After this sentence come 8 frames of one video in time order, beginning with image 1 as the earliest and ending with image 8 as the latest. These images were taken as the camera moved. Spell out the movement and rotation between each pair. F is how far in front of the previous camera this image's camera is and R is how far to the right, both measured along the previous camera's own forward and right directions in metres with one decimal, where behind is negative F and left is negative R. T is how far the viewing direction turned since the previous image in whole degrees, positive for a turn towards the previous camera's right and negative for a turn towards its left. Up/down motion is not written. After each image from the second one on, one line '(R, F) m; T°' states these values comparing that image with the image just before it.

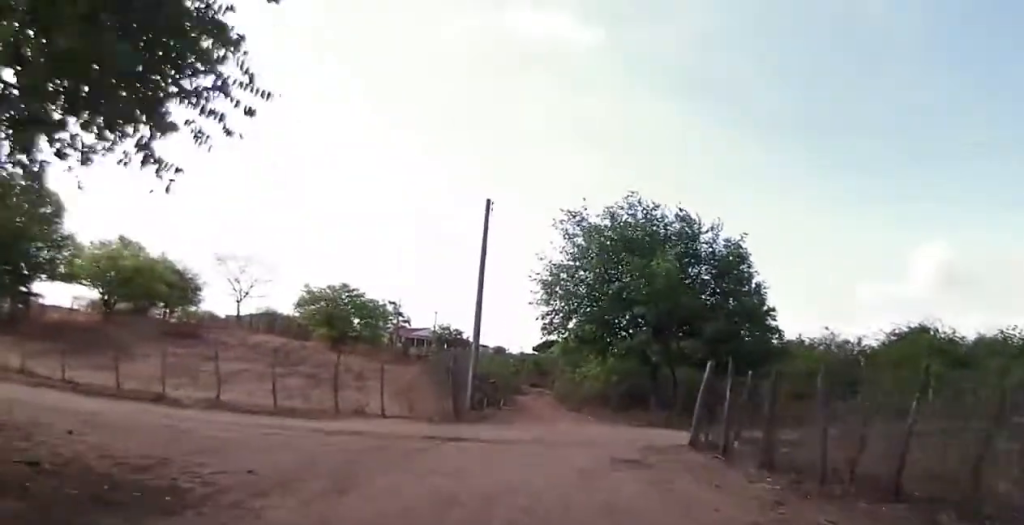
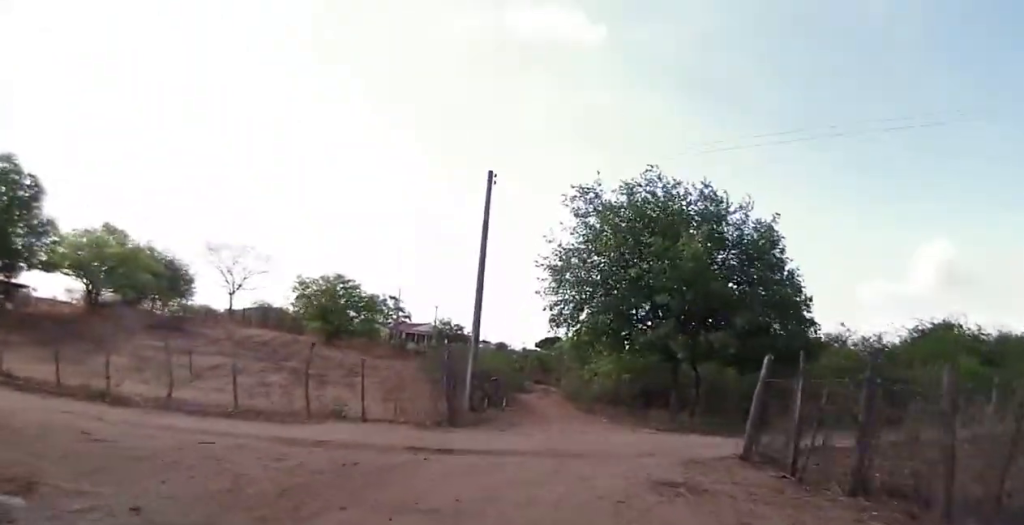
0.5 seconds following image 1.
(+0.1, +2.7) m; +2°
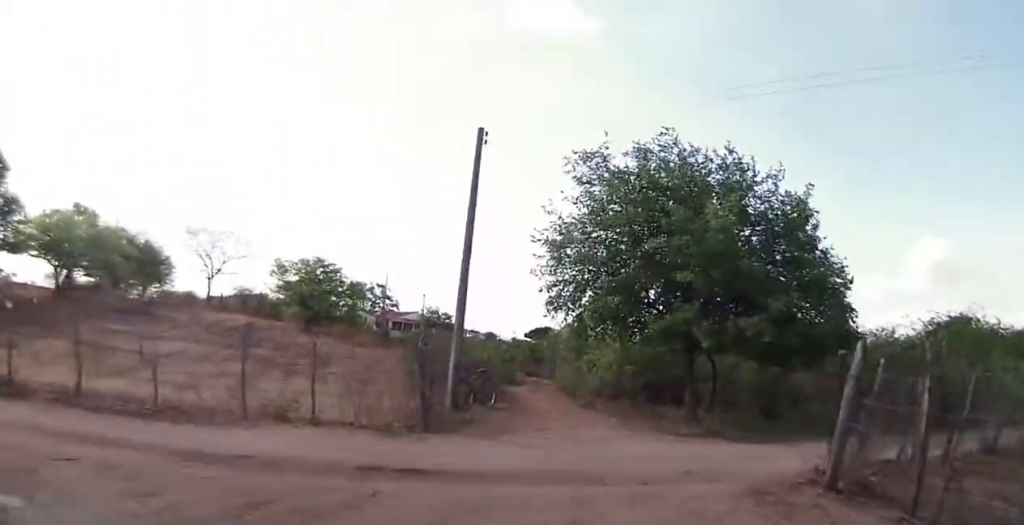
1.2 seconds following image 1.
(-0.1, +3.1) m; 0°
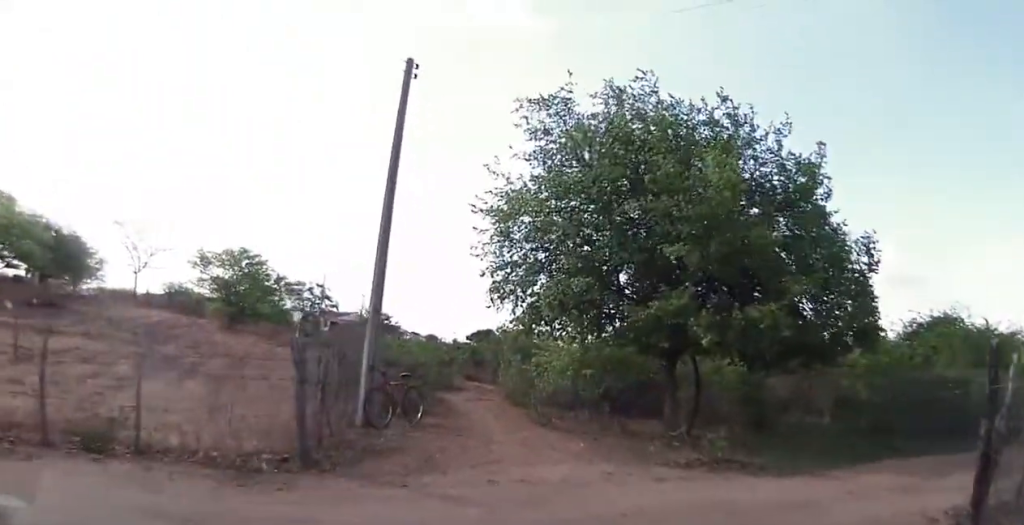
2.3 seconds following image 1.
(+0.1, +5.4) m; 0°
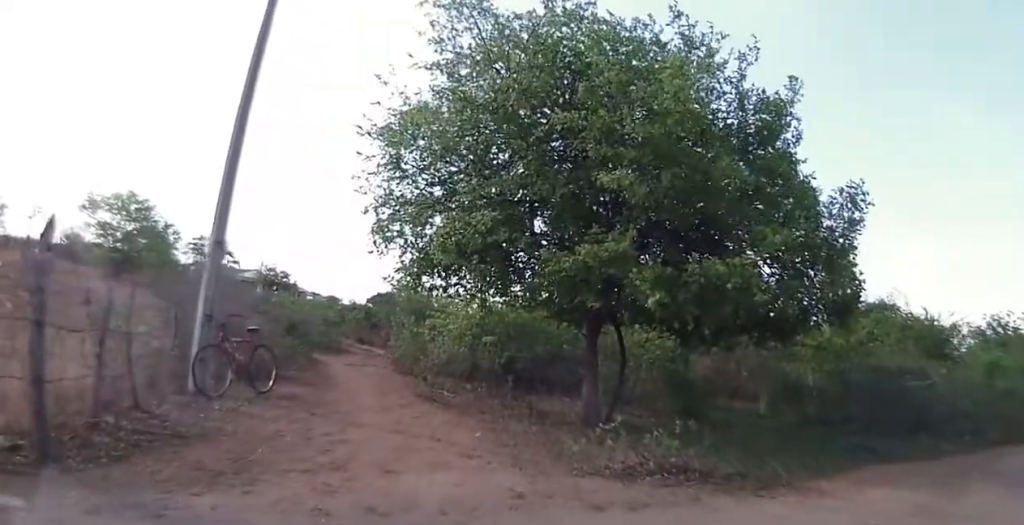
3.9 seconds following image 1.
(-0.1, +6.2) m; +1°
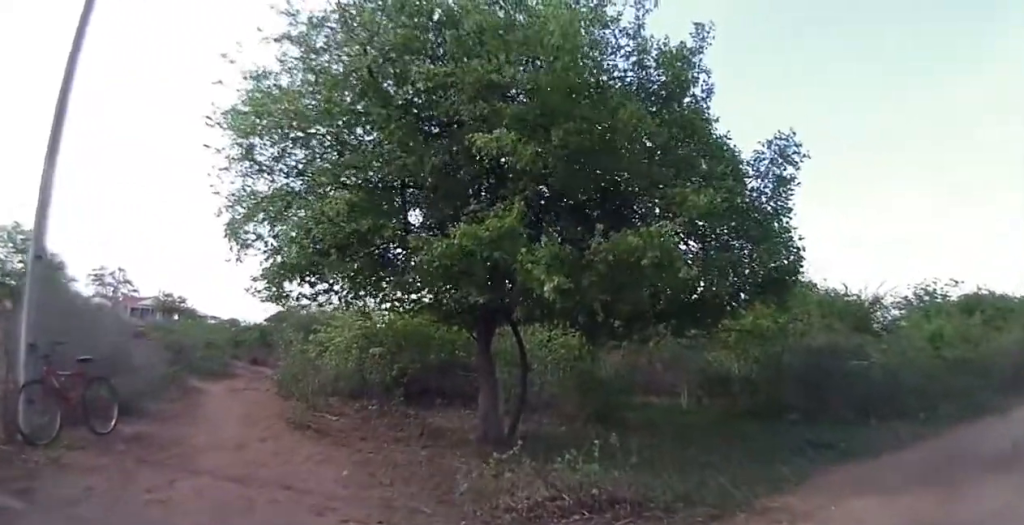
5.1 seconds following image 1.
(+0.2, +2.6) m; +23°
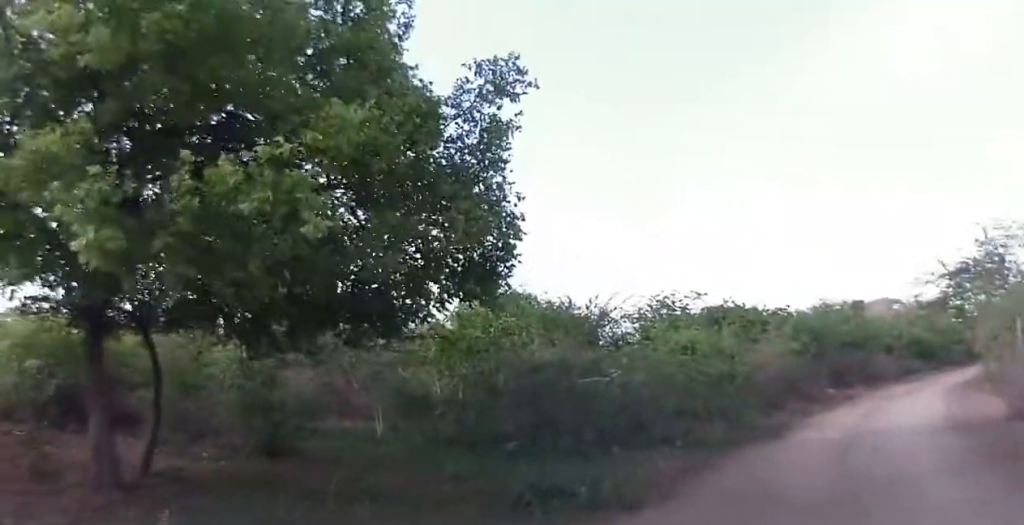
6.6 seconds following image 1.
(+0.7, +2.3) m; +11°
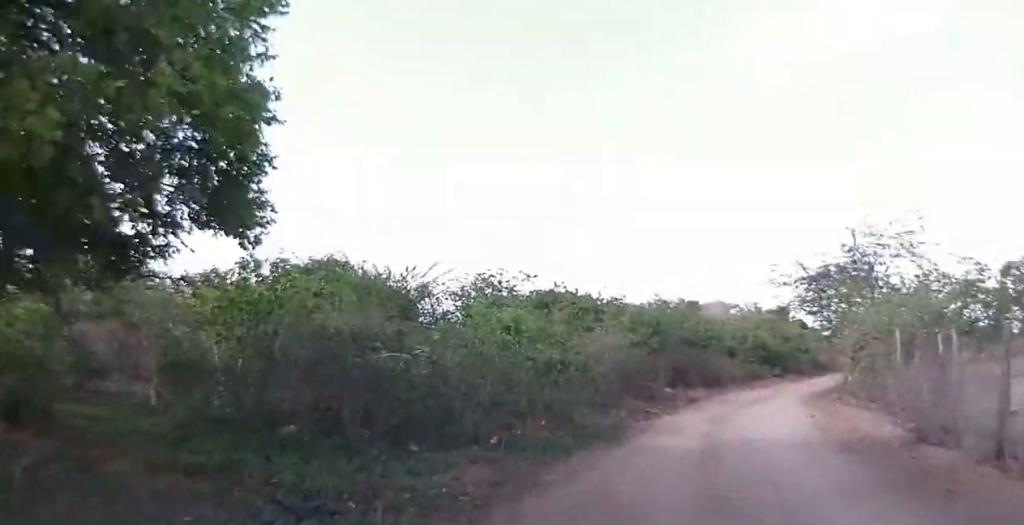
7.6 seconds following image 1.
(-0.4, +1.6) m; +7°
